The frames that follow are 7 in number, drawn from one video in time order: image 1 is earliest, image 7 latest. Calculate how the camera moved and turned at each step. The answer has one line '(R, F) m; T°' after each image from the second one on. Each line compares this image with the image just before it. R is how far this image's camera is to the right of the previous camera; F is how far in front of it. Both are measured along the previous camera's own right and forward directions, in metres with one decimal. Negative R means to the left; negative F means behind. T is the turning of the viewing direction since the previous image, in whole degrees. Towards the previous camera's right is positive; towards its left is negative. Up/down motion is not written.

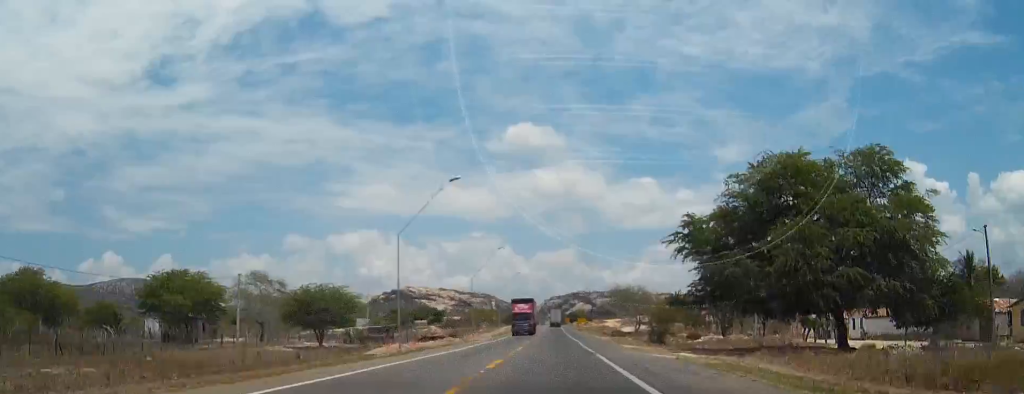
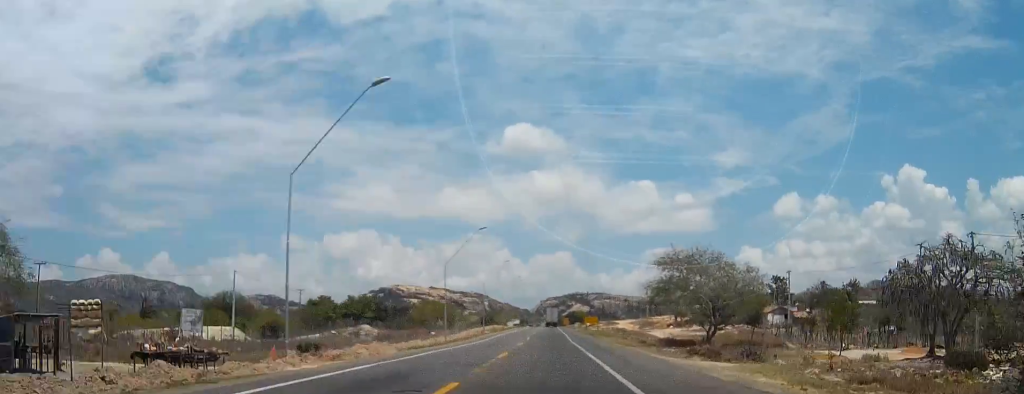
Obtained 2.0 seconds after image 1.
(+0.3, +57.4) m; +1°
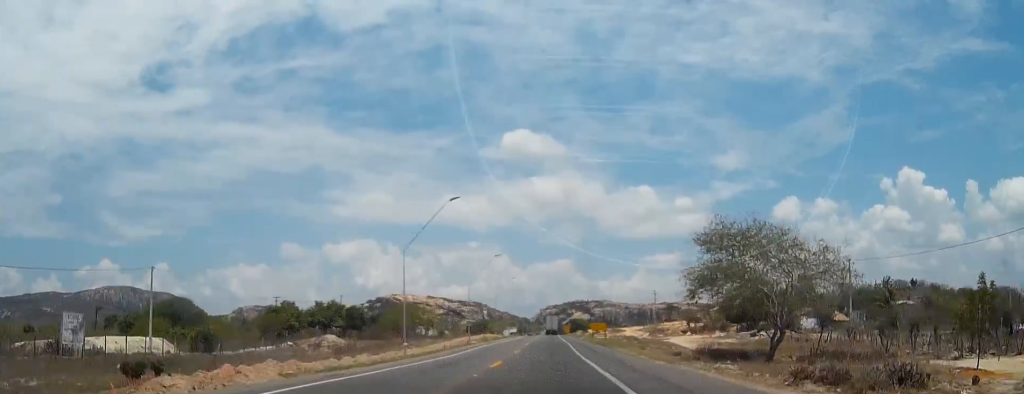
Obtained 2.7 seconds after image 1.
(0.0, +18.0) m; 0°
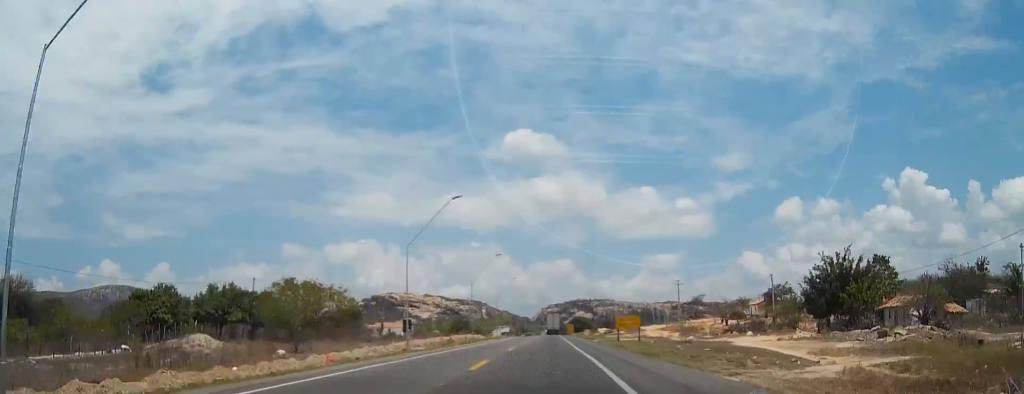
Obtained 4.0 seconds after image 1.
(0.0, +37.0) m; 0°
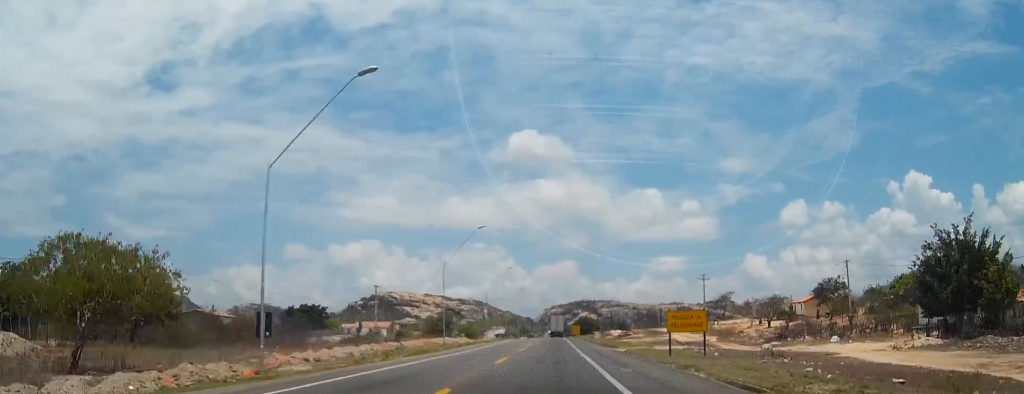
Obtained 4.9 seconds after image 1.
(0.0, +25.6) m; 0°
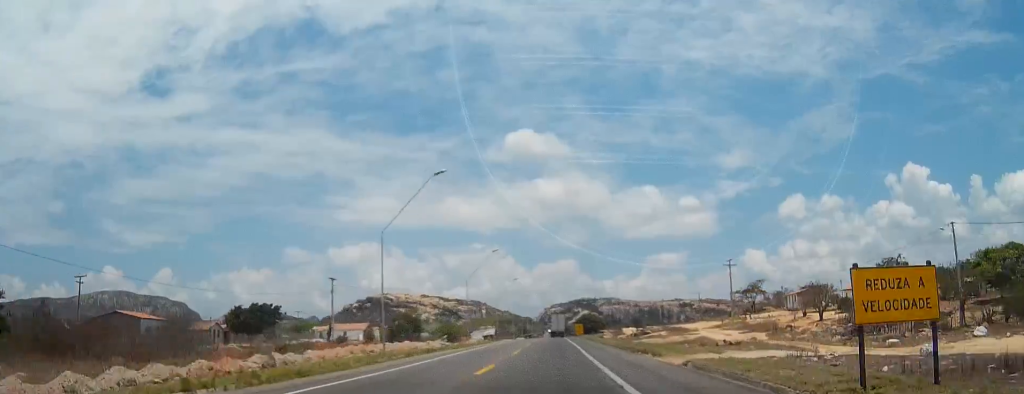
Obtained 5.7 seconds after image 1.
(0.0, +22.8) m; 0°
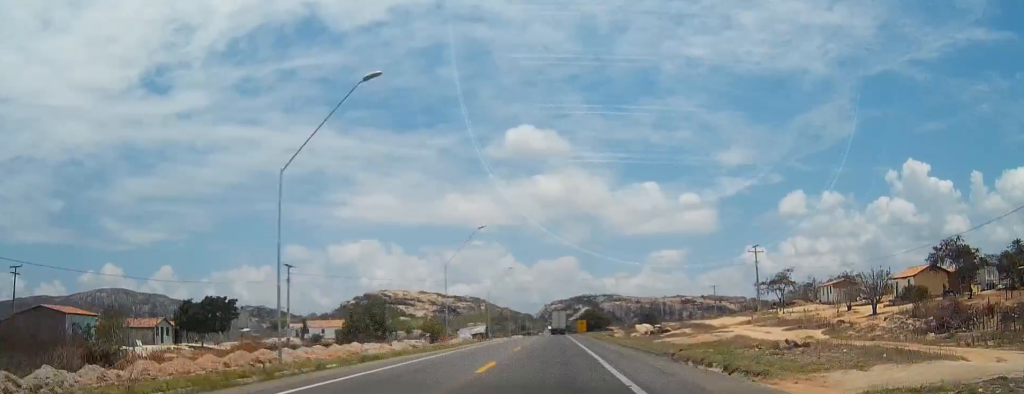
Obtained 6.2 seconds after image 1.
(0.0, +16.1) m; 0°
